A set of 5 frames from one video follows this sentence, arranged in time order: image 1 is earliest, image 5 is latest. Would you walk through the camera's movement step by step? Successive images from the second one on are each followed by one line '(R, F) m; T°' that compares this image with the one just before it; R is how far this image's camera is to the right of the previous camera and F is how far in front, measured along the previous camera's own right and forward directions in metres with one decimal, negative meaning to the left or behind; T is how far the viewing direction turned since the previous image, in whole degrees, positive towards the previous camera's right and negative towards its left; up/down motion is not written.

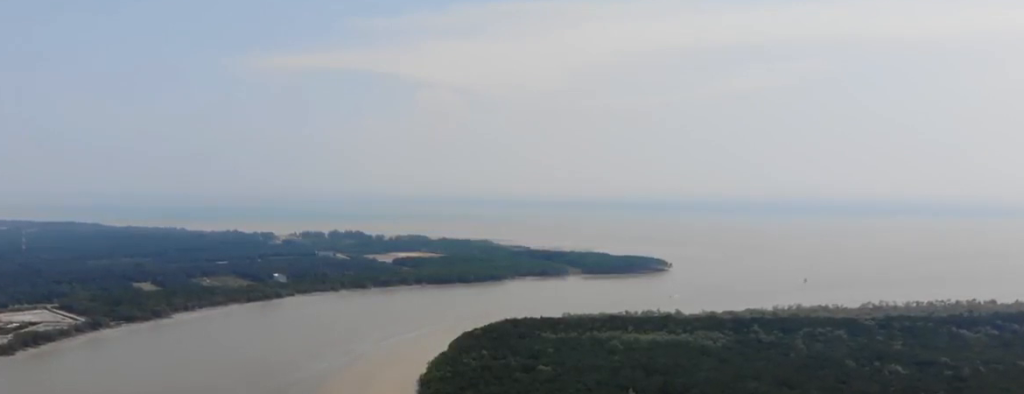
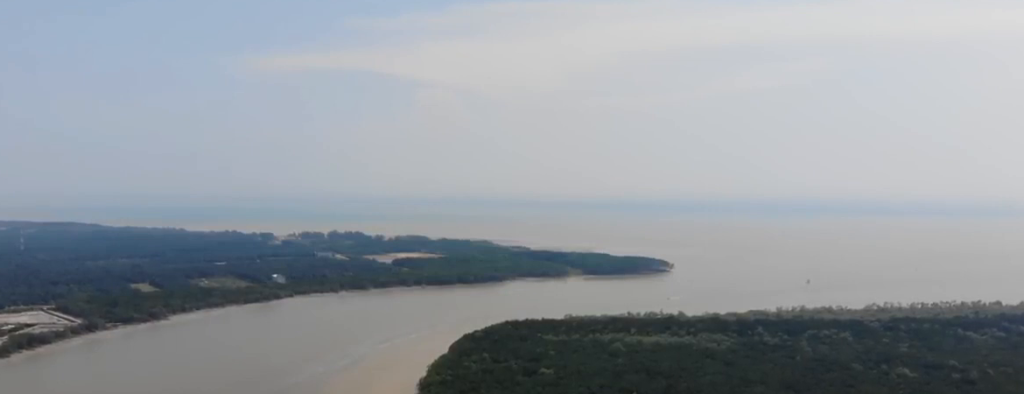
(0.0, +10.9) m; 0°
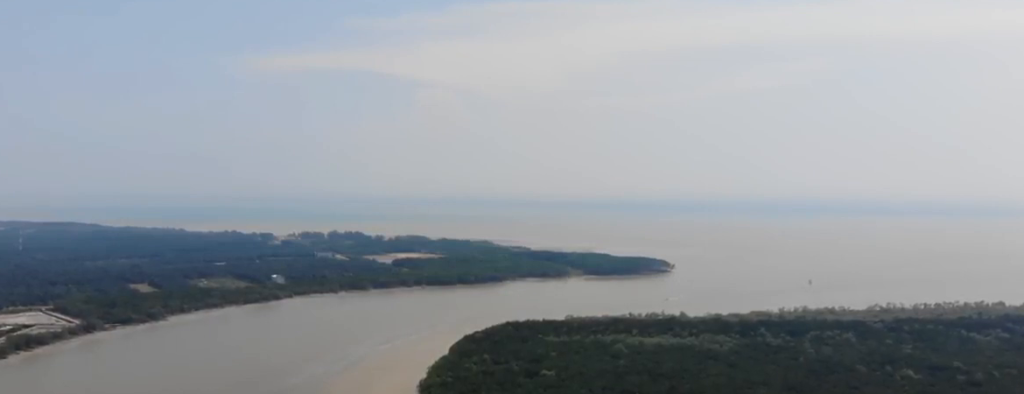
(0.0, +5.7) m; 0°
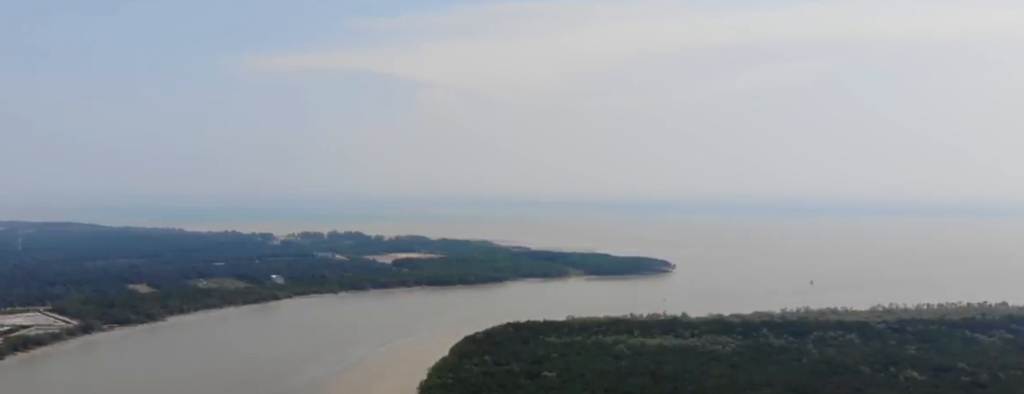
(0.0, +6.0) m; 0°
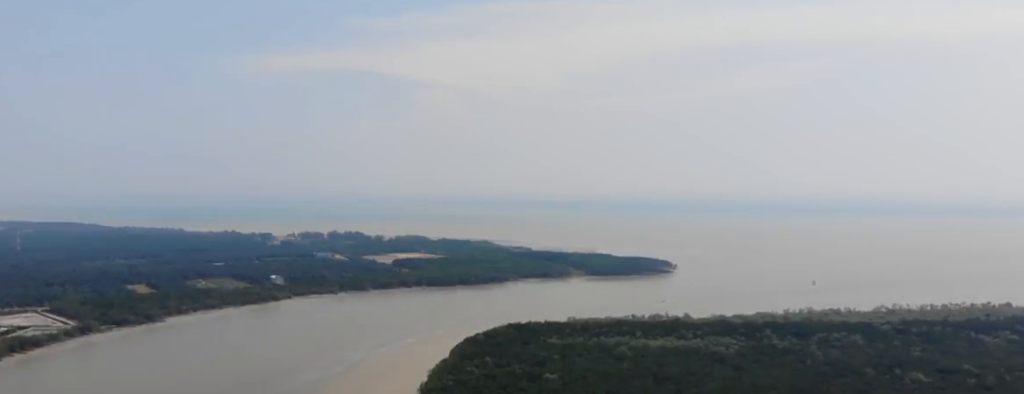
(0.0, +7.2) m; -1°
